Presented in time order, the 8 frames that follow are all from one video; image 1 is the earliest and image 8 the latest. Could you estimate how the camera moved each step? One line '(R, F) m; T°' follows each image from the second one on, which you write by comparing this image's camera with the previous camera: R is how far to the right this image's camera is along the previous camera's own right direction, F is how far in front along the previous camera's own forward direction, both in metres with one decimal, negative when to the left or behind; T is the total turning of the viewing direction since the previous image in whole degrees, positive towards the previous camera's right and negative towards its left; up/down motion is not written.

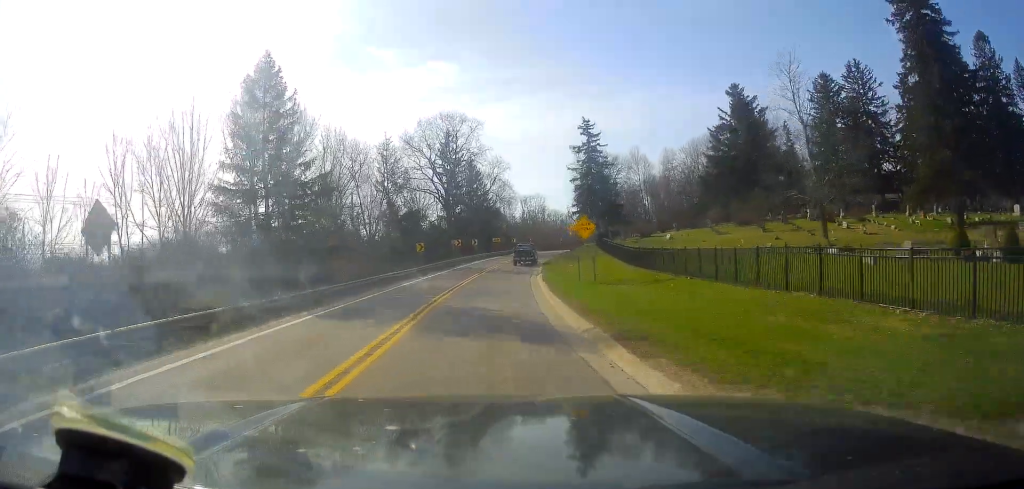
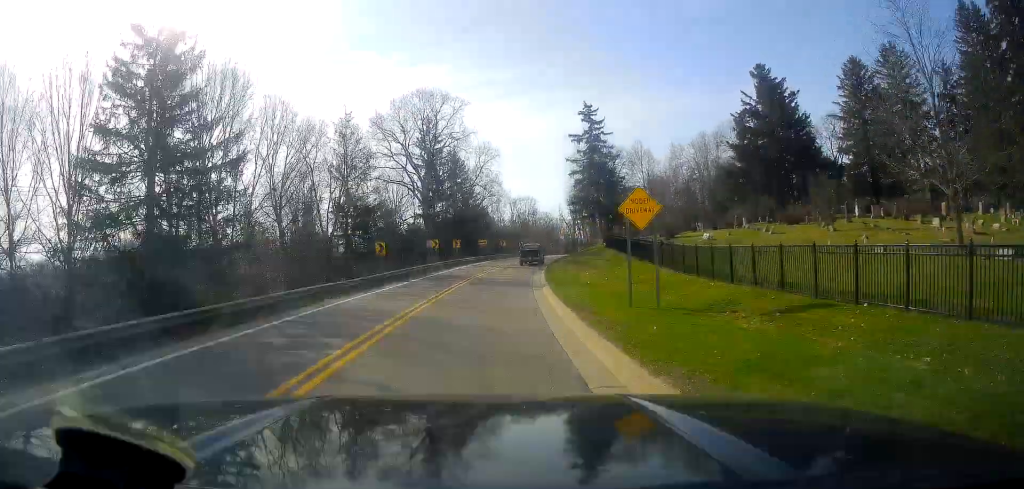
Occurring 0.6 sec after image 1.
(0.0, +13.3) m; +2°
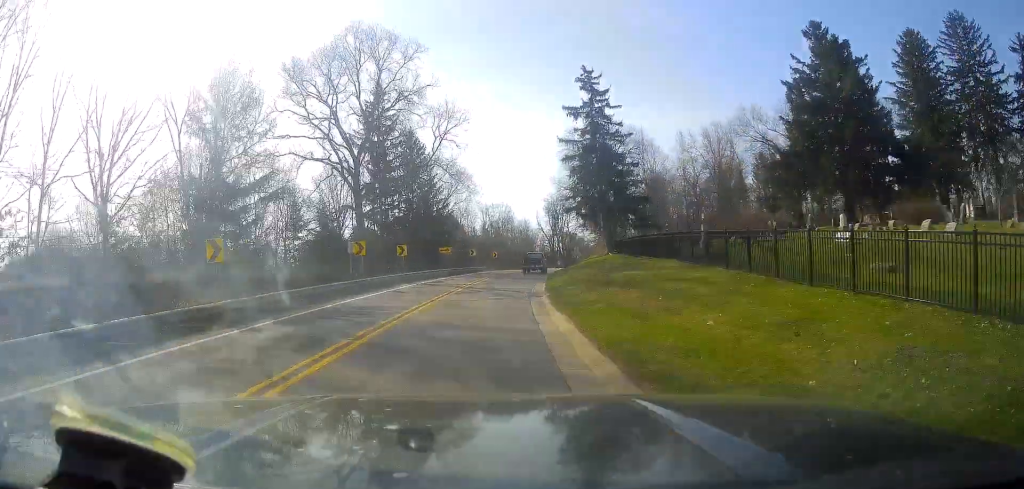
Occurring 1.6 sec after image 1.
(+0.9, +21.7) m; +4°
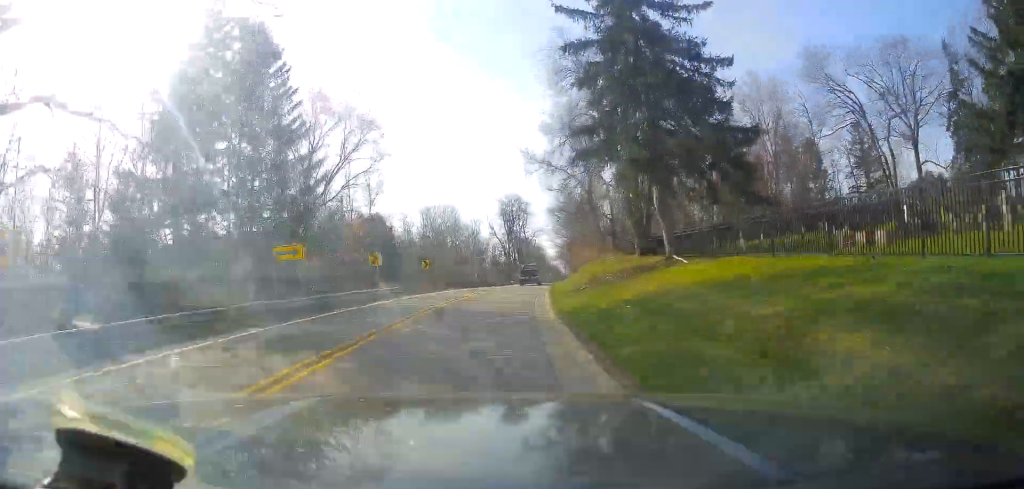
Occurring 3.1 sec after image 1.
(+1.3, +35.1) m; +3°
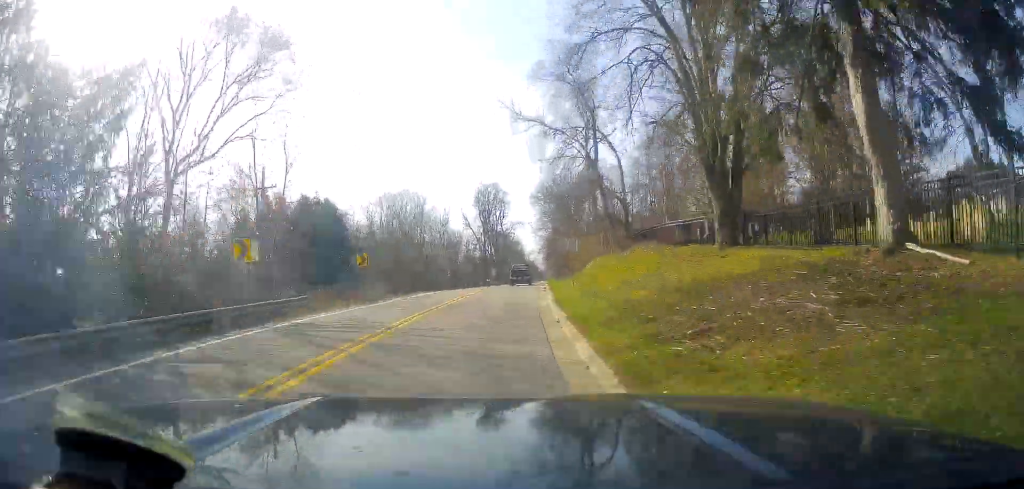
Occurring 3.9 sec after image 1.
(0.0, +17.2) m; +1°
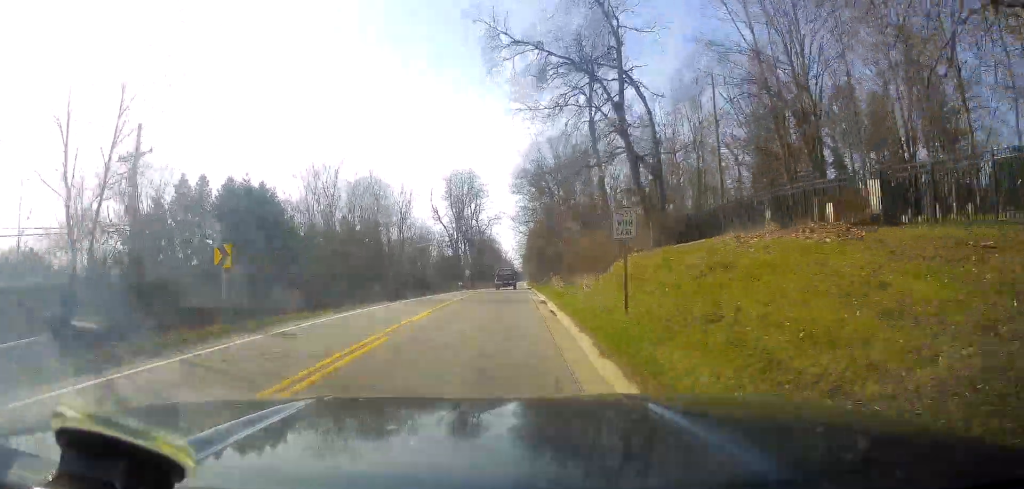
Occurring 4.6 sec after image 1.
(+0.4, +16.7) m; +2°
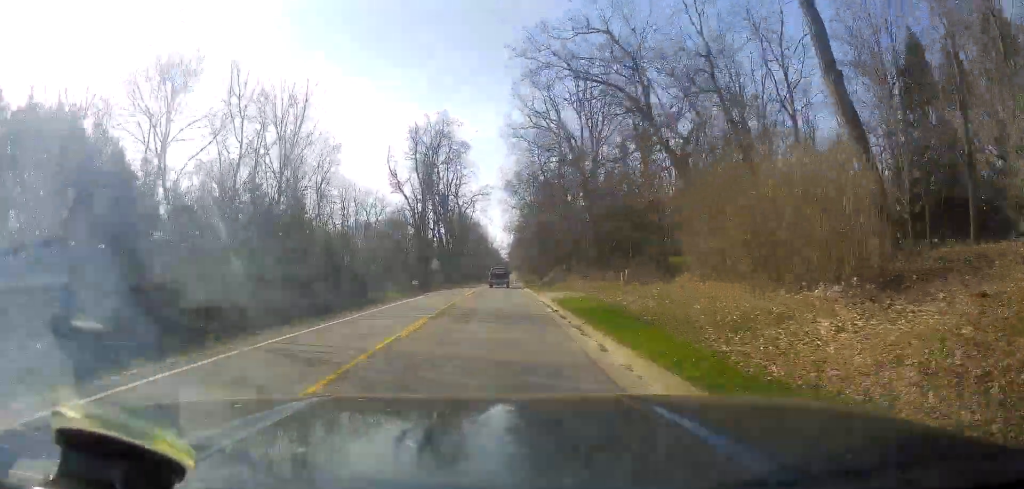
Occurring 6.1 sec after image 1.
(+0.8, +33.5) m; +3°
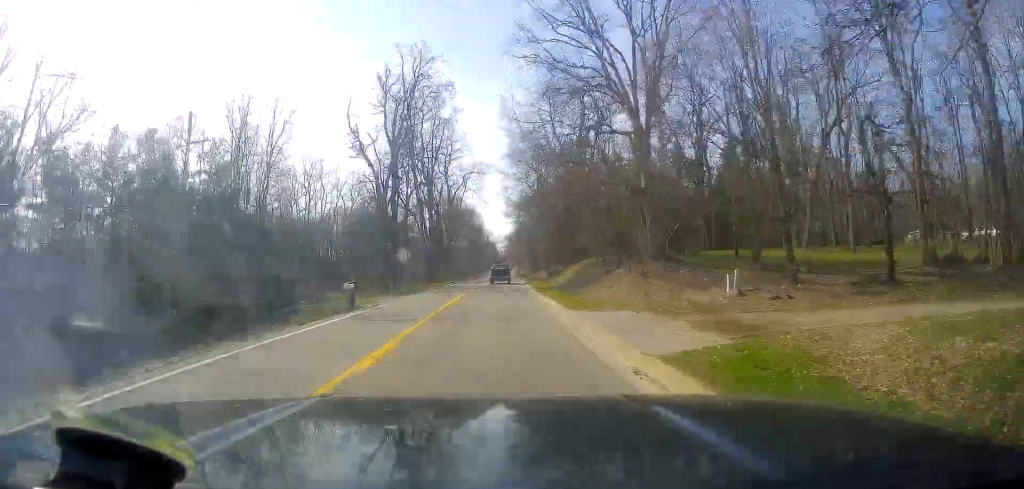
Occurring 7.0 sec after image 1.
(+0.3, +20.6) m; +1°
